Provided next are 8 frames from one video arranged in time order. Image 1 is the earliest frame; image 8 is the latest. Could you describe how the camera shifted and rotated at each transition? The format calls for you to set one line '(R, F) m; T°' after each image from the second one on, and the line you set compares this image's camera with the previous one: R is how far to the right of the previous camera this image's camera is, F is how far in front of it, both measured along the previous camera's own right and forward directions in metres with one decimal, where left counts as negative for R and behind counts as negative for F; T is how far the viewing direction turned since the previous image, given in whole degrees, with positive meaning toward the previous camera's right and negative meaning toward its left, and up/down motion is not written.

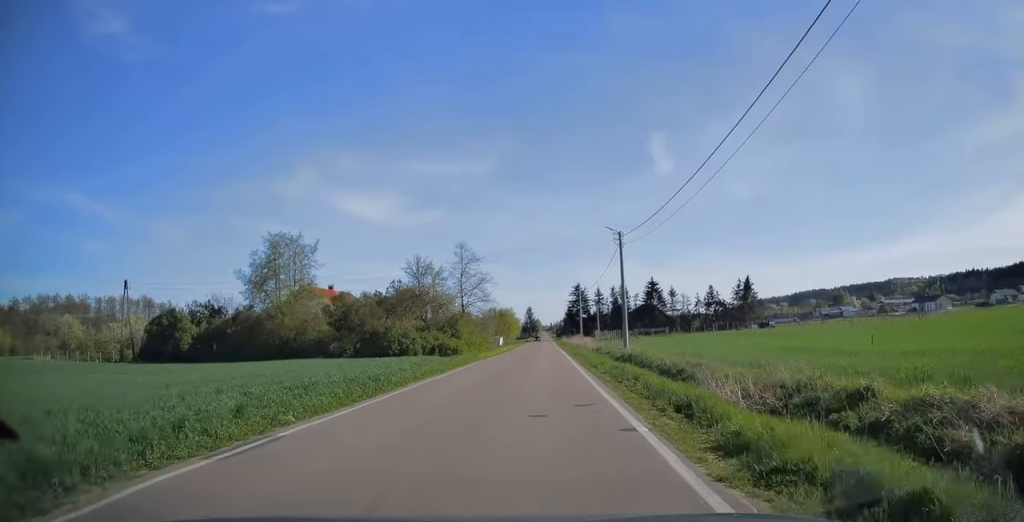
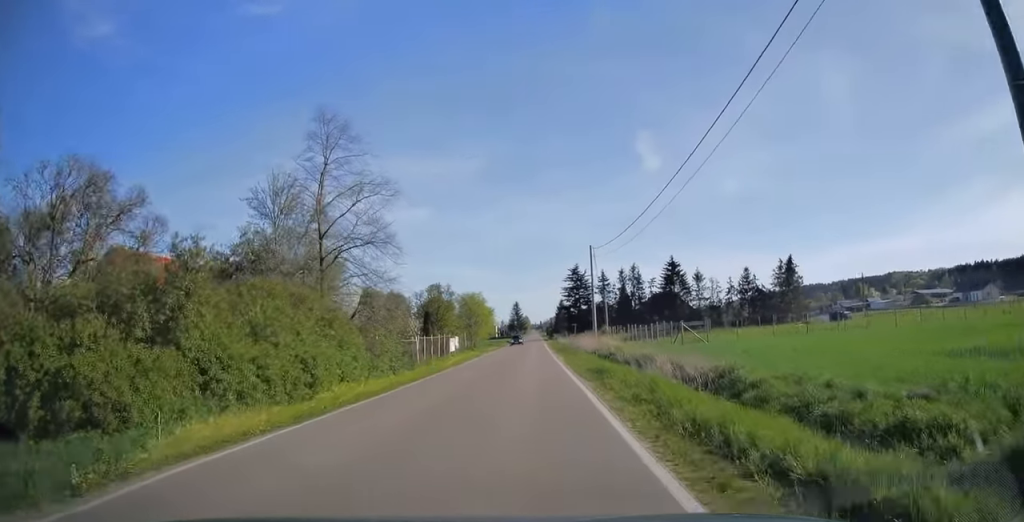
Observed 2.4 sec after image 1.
(+0.3, +36.8) m; +1°
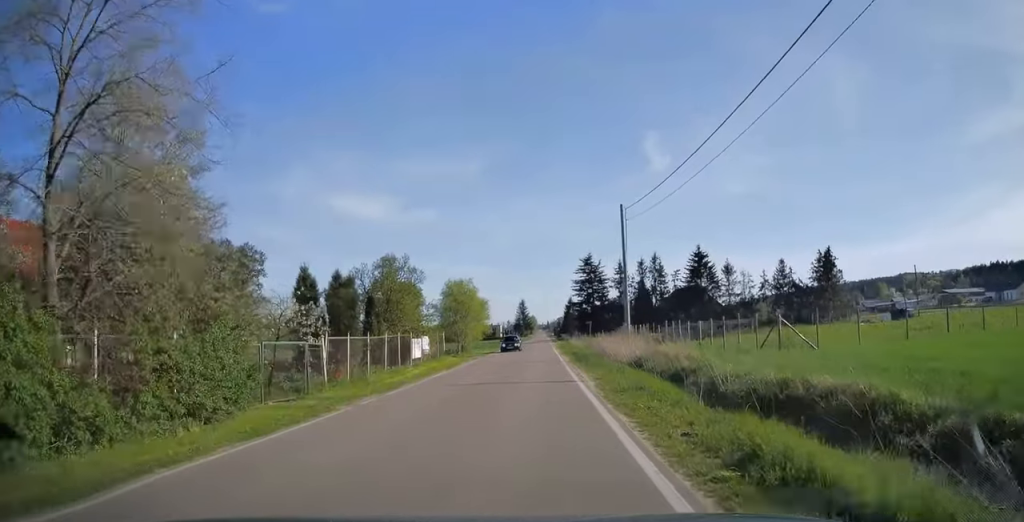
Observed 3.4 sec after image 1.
(0.0, +15.5) m; 0°
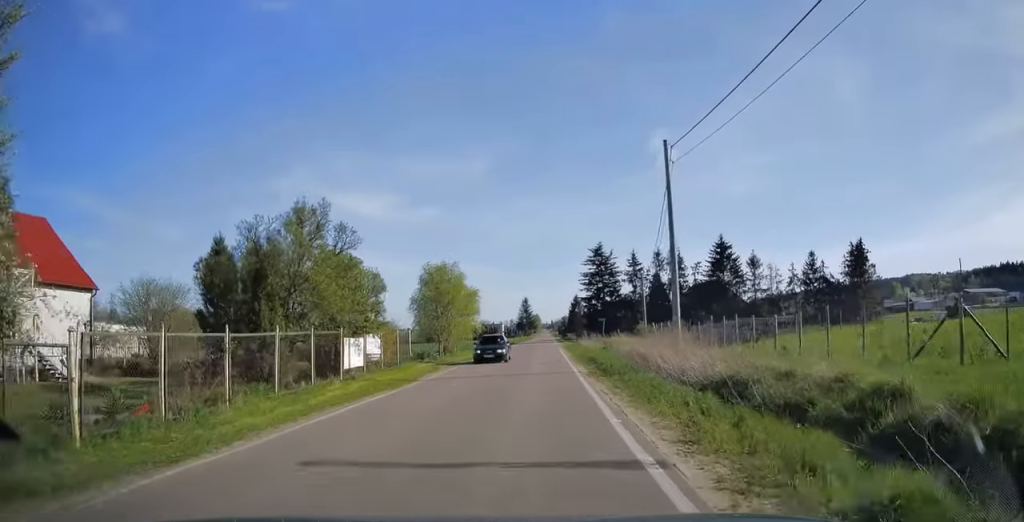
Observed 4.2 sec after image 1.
(-0.1, +11.3) m; 0°
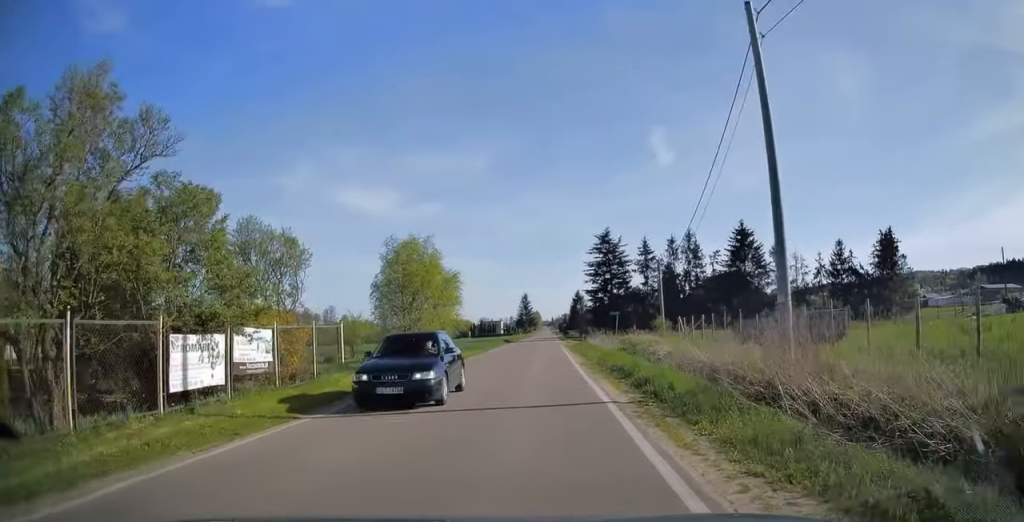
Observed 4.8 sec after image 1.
(-0.1, +10.0) m; 0°
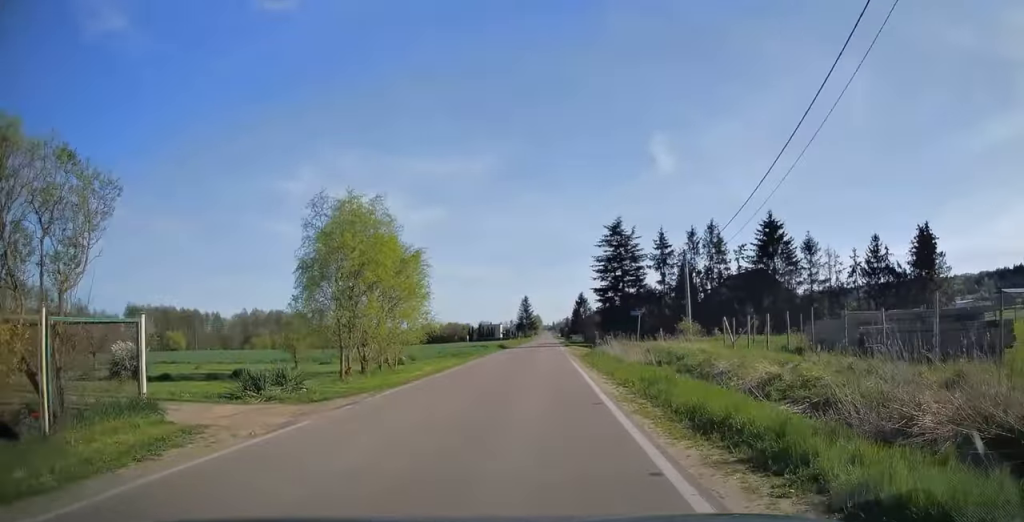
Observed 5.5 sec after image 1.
(+0.1, +10.5) m; 0°
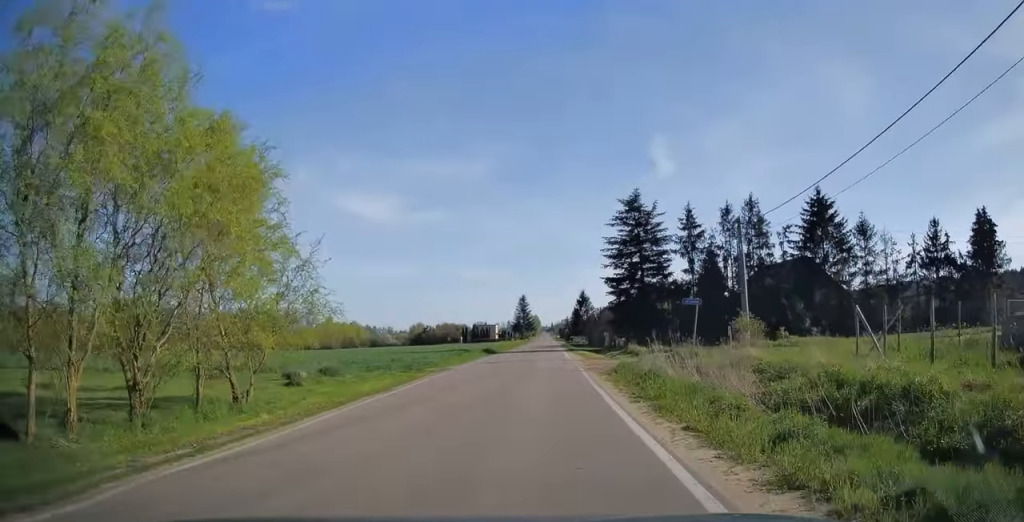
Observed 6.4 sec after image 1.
(0.0, +14.3) m; 0°
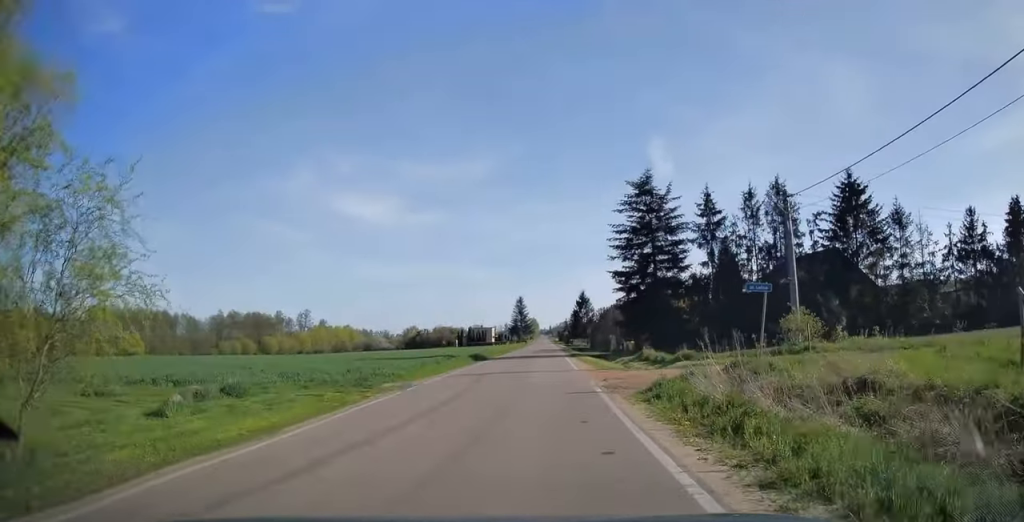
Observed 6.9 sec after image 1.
(0.0, +7.5) m; 0°
